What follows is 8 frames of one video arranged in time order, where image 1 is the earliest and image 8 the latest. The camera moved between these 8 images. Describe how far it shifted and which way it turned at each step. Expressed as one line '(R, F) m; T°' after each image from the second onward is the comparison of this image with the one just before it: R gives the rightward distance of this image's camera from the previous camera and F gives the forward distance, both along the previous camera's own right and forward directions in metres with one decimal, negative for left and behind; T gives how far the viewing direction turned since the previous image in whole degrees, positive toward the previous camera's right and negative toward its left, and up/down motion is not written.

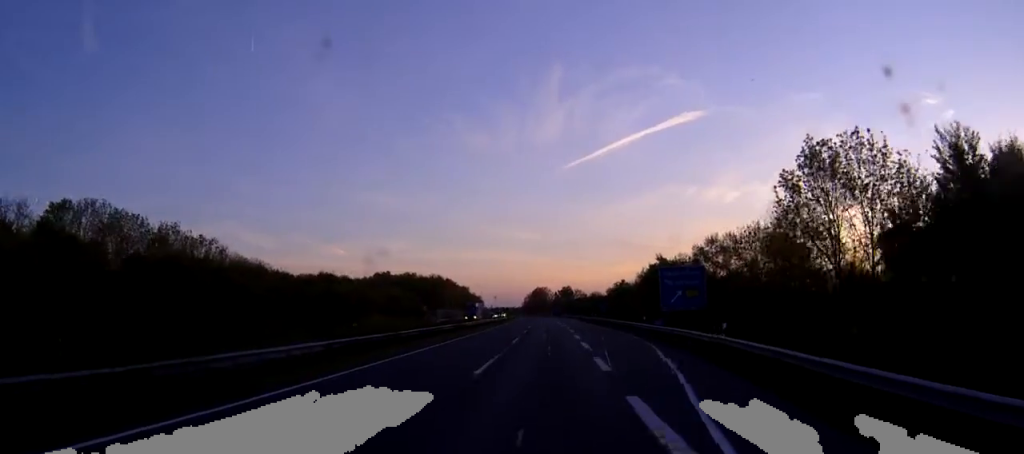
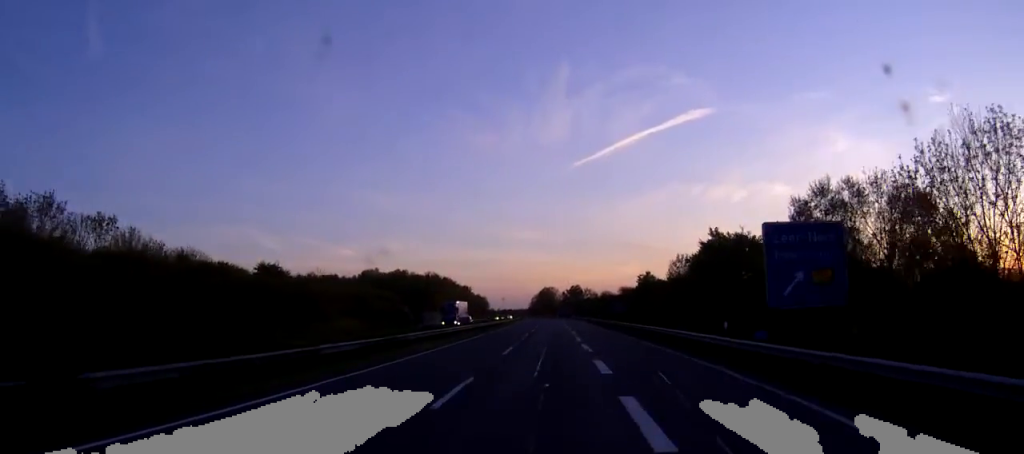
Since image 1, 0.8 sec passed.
(-0.1, +23.3) m; -1°
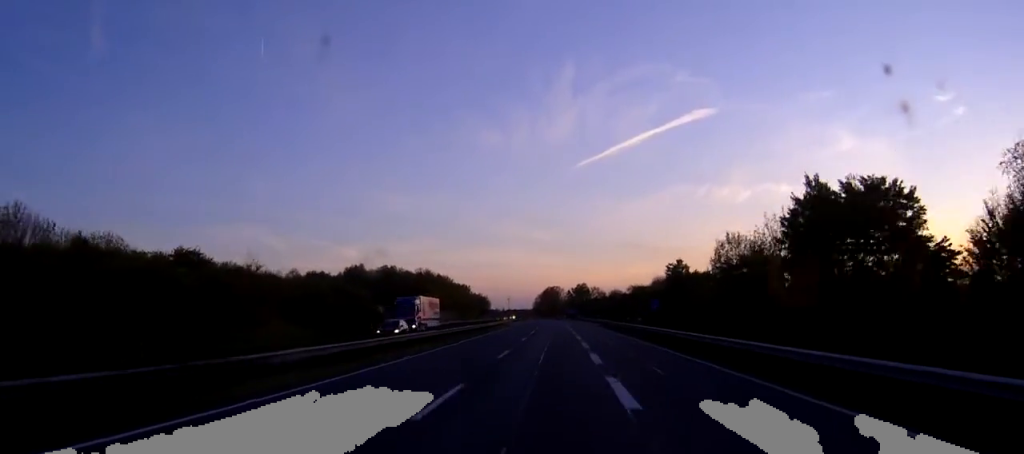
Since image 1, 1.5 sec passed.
(-0.1, +19.6) m; 0°
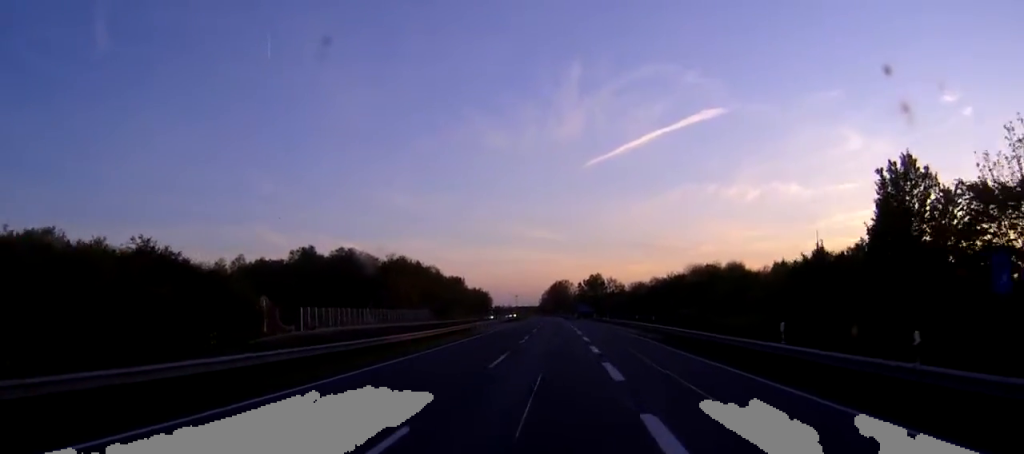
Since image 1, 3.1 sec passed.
(-0.3, +42.9) m; -1°
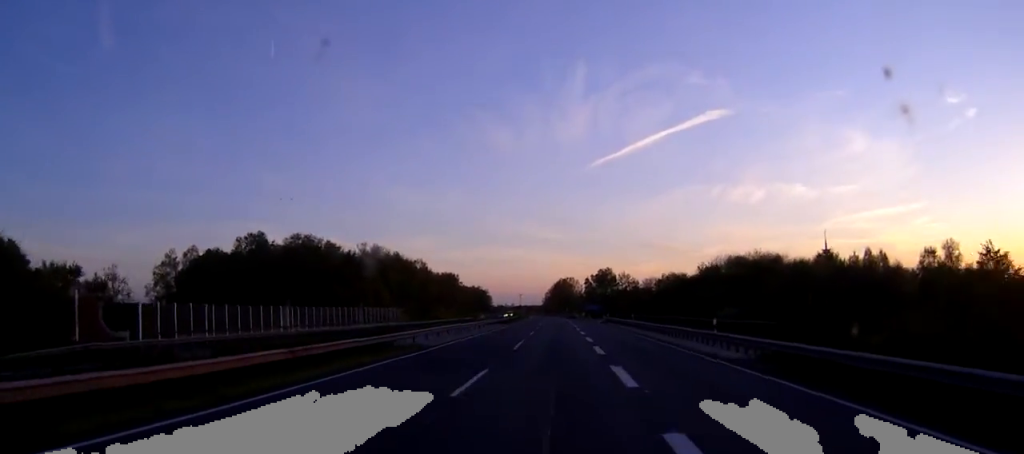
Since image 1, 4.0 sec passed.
(-0.1, +26.0) m; 0°
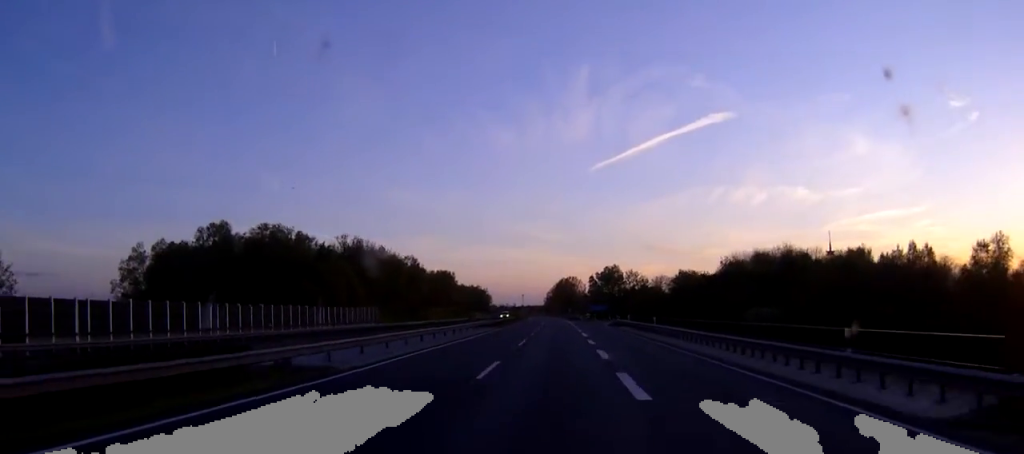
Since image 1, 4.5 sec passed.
(0.0, +14.0) m; 0°
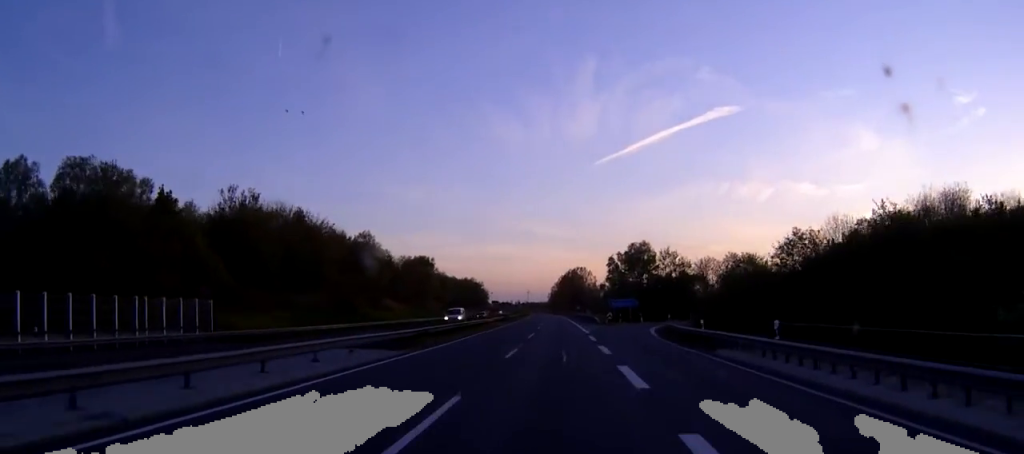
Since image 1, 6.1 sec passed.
(-0.2, +45.9) m; 0°
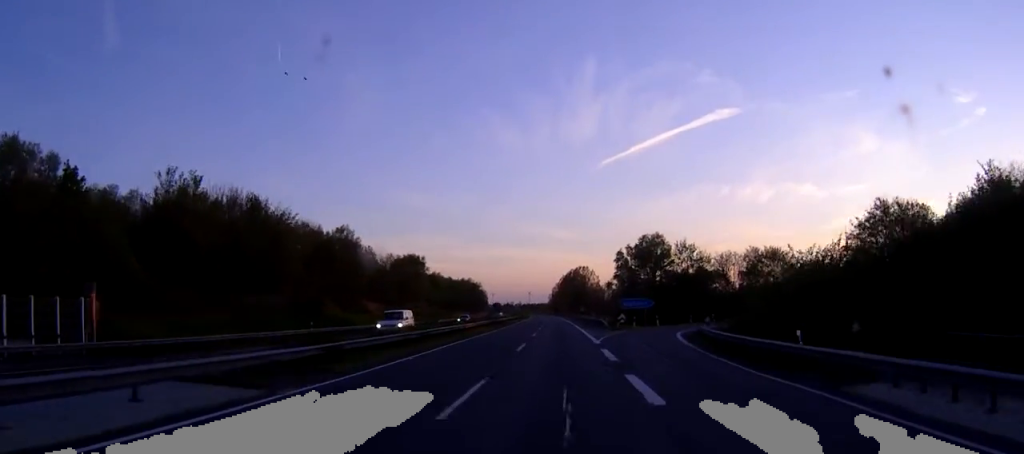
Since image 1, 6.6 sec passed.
(0.0, +14.1) m; 0°
